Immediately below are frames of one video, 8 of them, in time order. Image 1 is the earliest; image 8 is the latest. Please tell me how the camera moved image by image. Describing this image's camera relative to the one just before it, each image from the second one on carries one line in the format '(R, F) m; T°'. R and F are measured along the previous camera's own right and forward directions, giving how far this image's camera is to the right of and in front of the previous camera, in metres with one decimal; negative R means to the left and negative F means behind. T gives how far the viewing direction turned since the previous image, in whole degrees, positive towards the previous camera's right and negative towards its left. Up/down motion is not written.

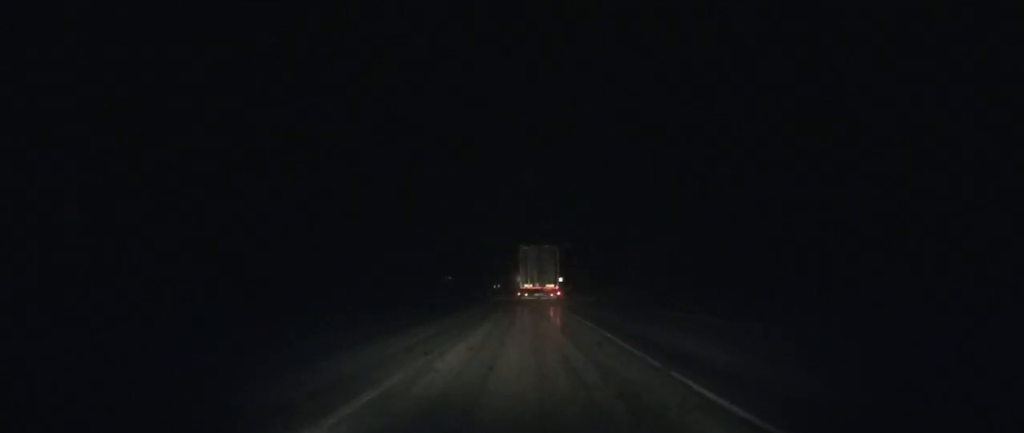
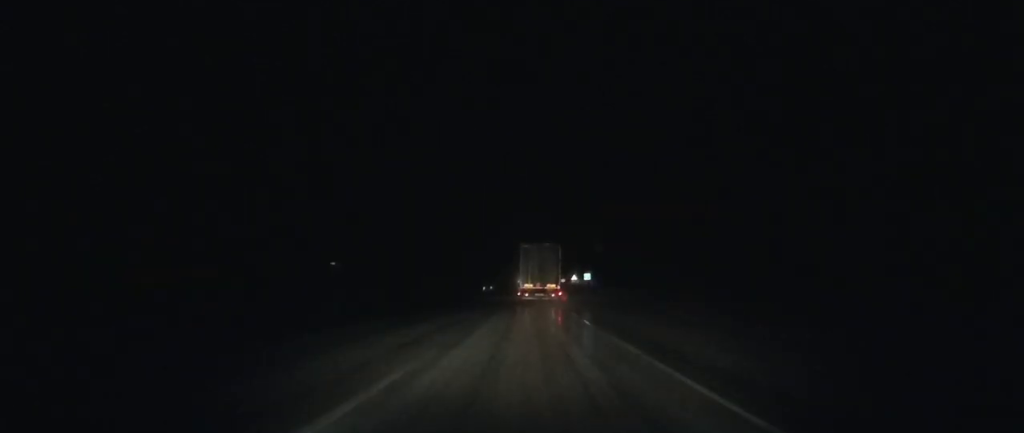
(-0.1, +52.7) m; 0°
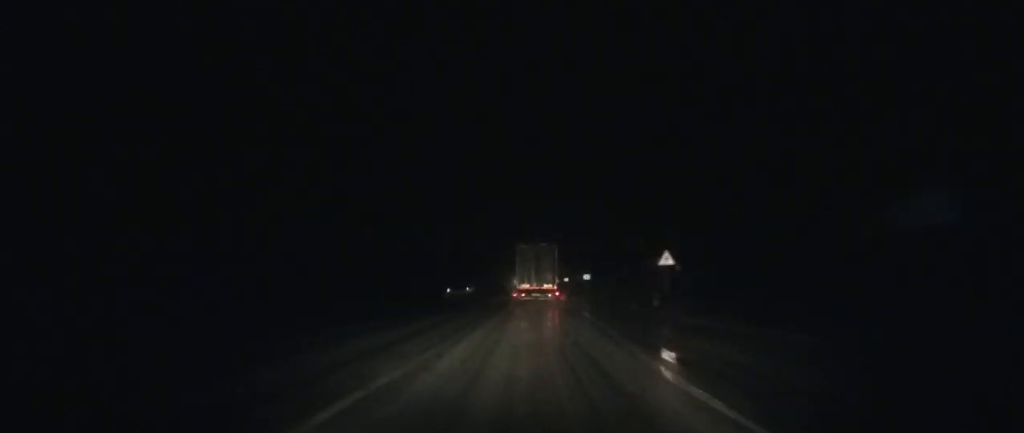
(-0.3, +63.3) m; 0°
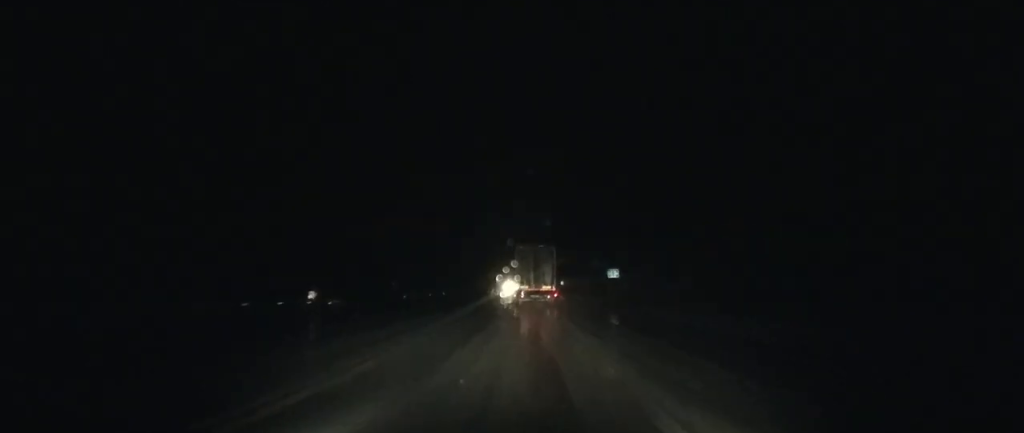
(+0.7, +82.2) m; +1°
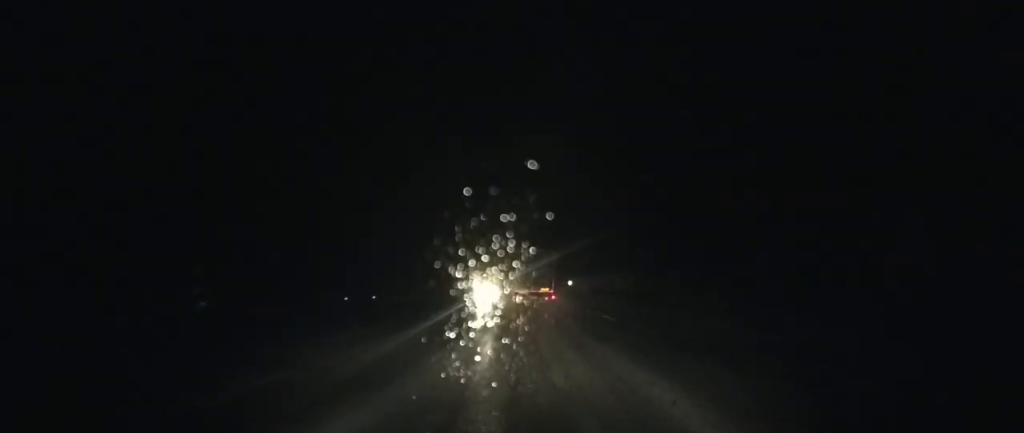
(+0.4, +58.9) m; +1°
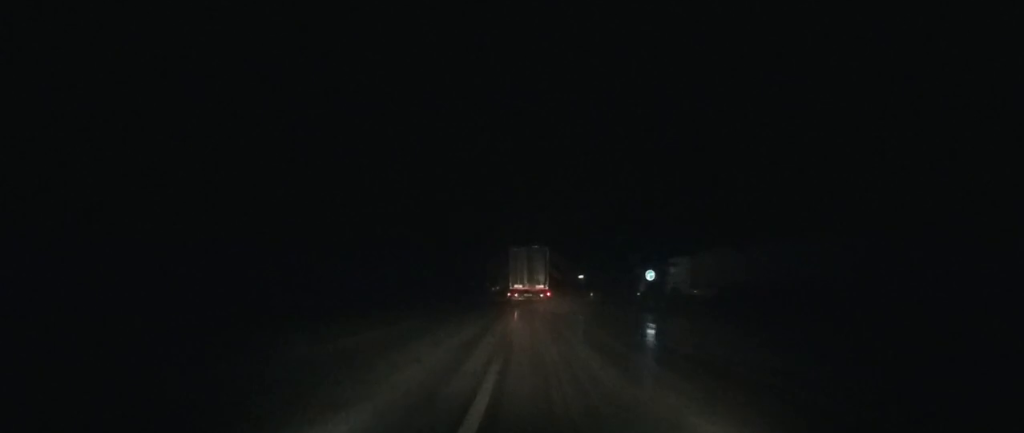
(+0.1, +81.0) m; 0°
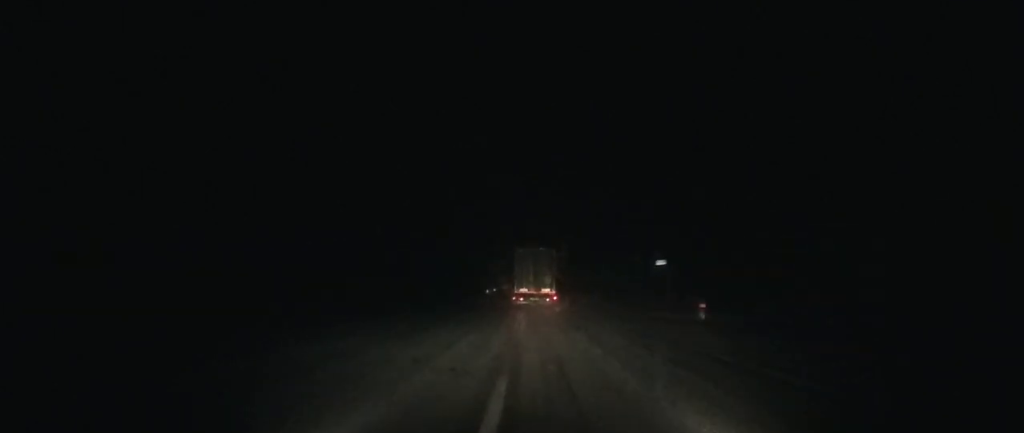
(0.0, +36.0) m; 0°
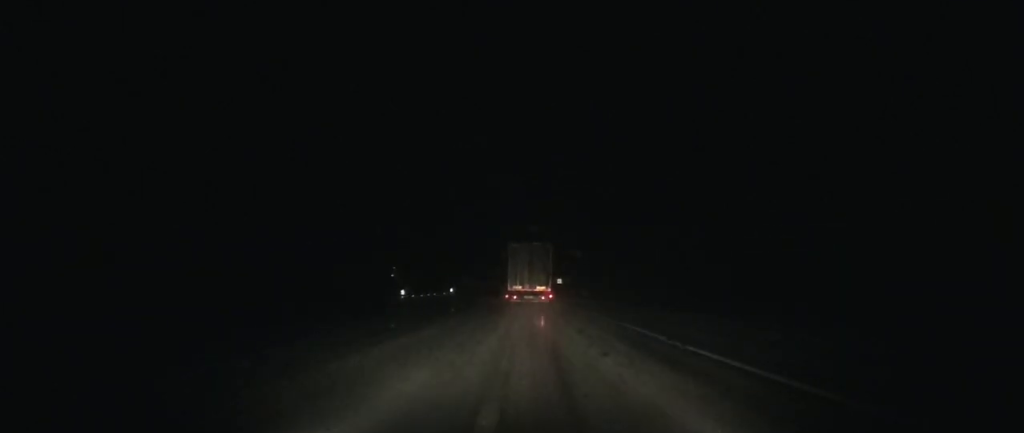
(-0.8, +105.4) m; -1°
